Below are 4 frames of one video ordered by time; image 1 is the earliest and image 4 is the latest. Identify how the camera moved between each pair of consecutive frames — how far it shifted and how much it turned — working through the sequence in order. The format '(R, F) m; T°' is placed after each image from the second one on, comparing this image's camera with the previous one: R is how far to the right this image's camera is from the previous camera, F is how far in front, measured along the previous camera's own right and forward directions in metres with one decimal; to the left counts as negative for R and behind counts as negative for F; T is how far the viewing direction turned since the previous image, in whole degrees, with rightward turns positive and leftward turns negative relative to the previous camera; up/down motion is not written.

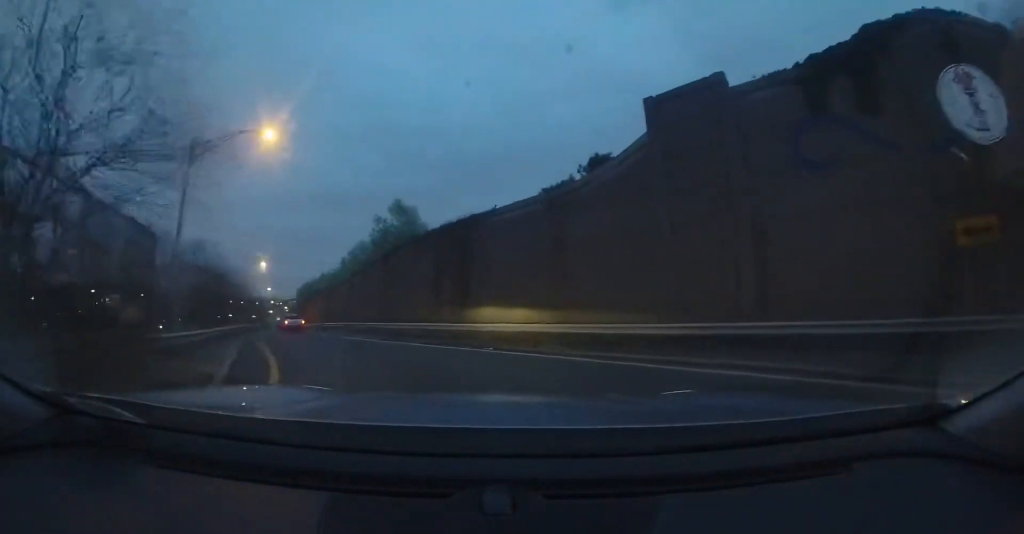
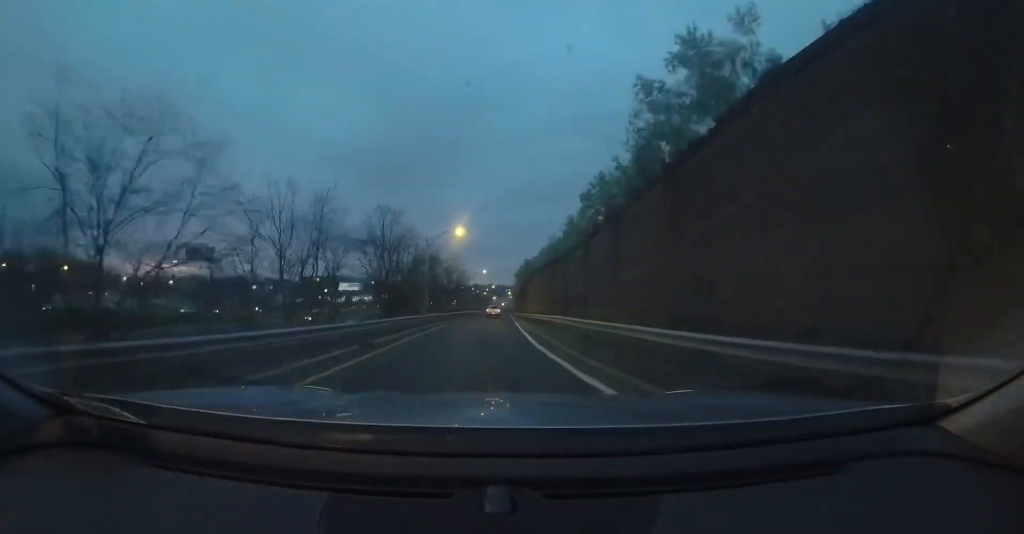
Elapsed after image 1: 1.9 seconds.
(-4.1, +18.2) m; -20°
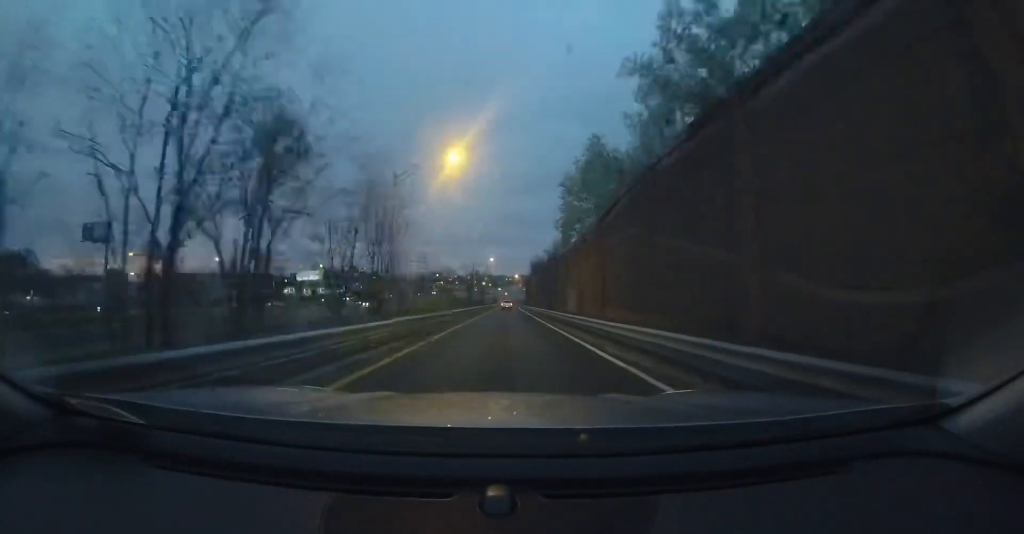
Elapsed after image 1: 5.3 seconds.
(-2.1, +49.8) m; +1°
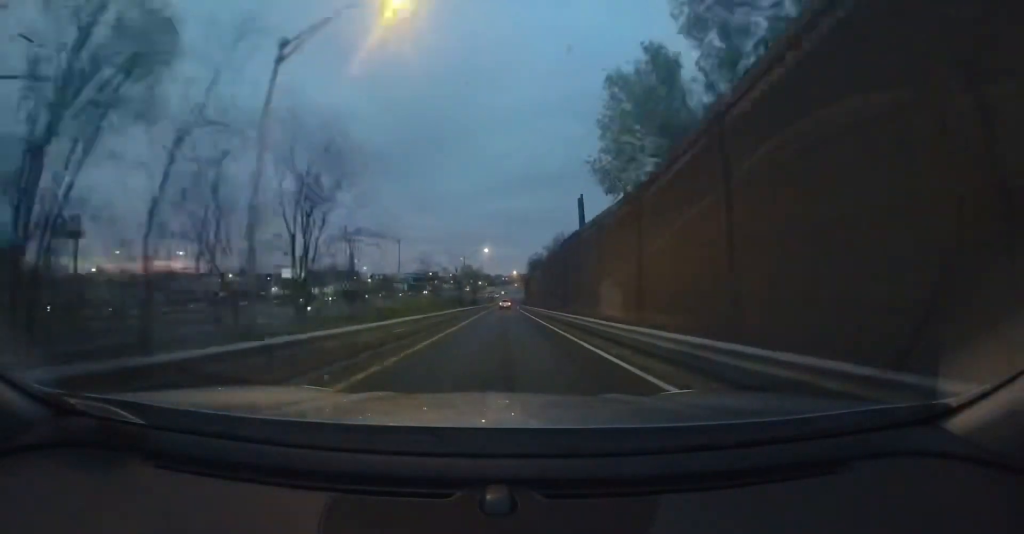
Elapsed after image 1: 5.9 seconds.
(+0.4, +9.9) m; +1°
